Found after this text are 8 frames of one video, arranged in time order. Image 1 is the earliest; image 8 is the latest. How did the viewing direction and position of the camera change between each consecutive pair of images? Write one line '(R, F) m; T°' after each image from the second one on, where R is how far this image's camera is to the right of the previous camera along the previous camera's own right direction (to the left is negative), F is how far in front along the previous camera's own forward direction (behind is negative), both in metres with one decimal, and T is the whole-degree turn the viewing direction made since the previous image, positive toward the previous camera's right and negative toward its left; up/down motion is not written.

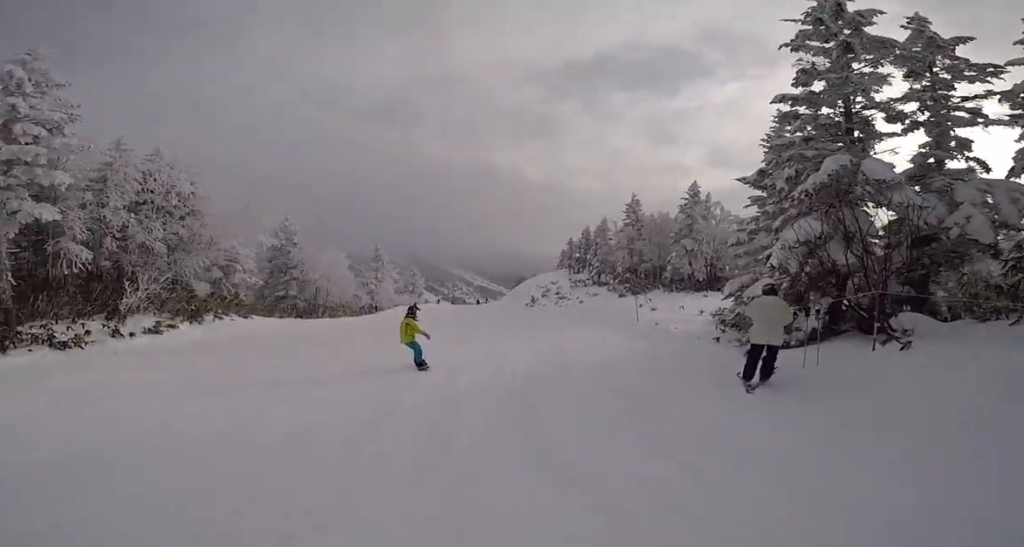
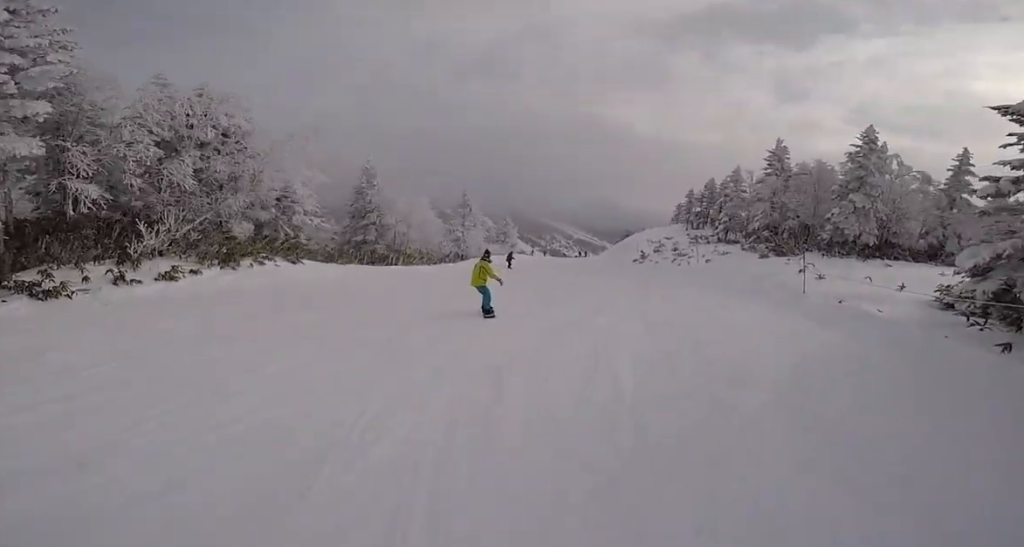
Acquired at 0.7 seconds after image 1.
(-0.1, +4.0) m; -9°
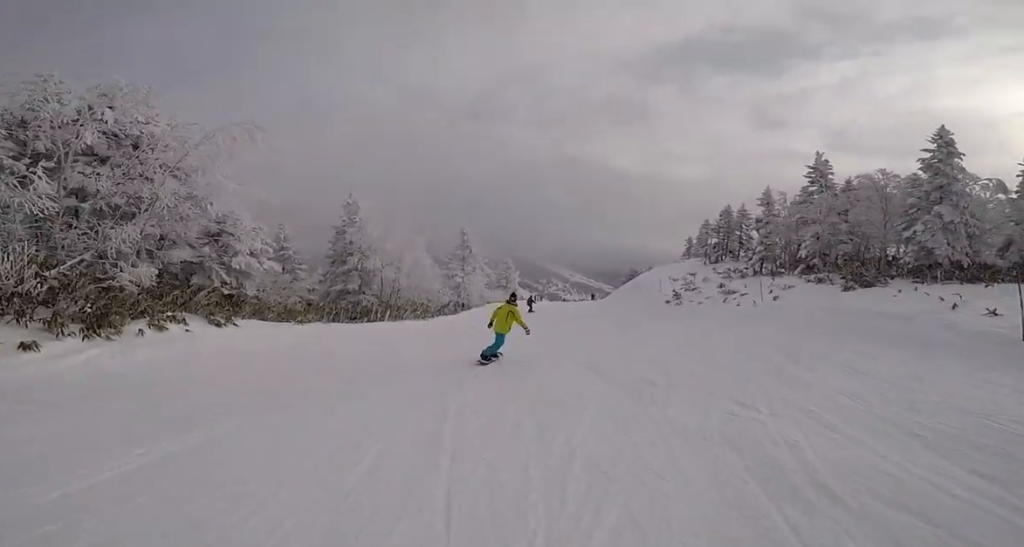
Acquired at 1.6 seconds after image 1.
(-0.8, +5.1) m; -11°
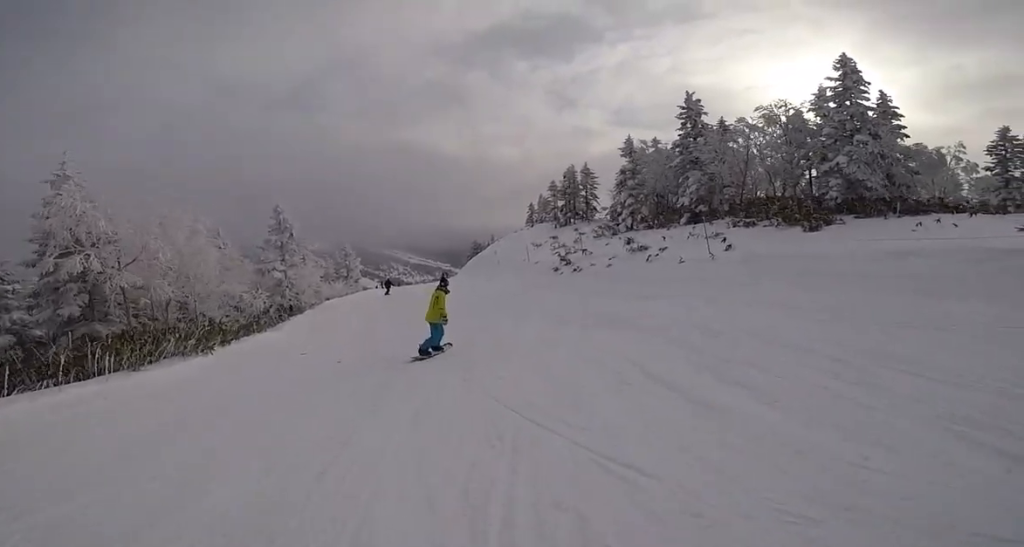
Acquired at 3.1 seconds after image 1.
(+1.0, +7.7) m; +28°
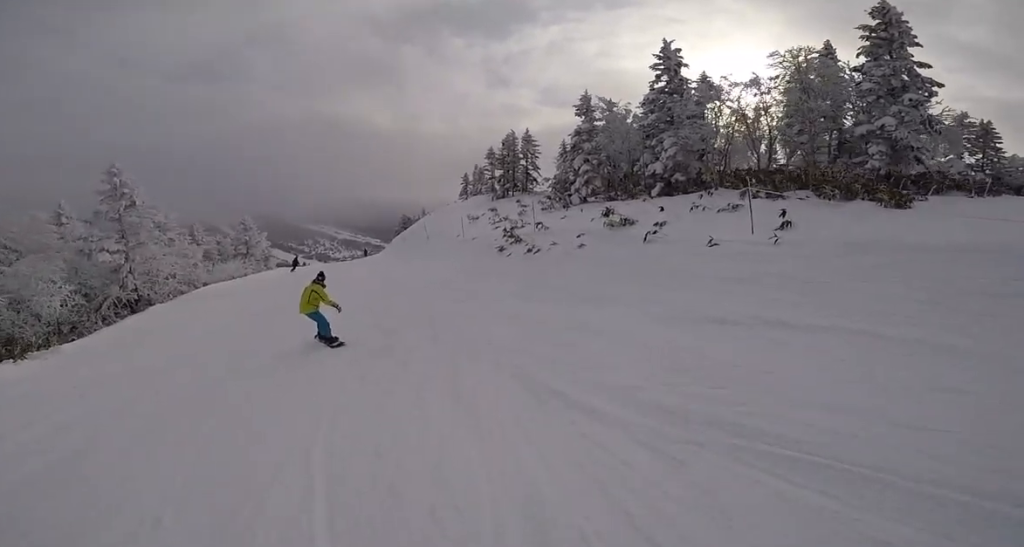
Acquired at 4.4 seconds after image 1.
(+1.7, +6.2) m; -2°
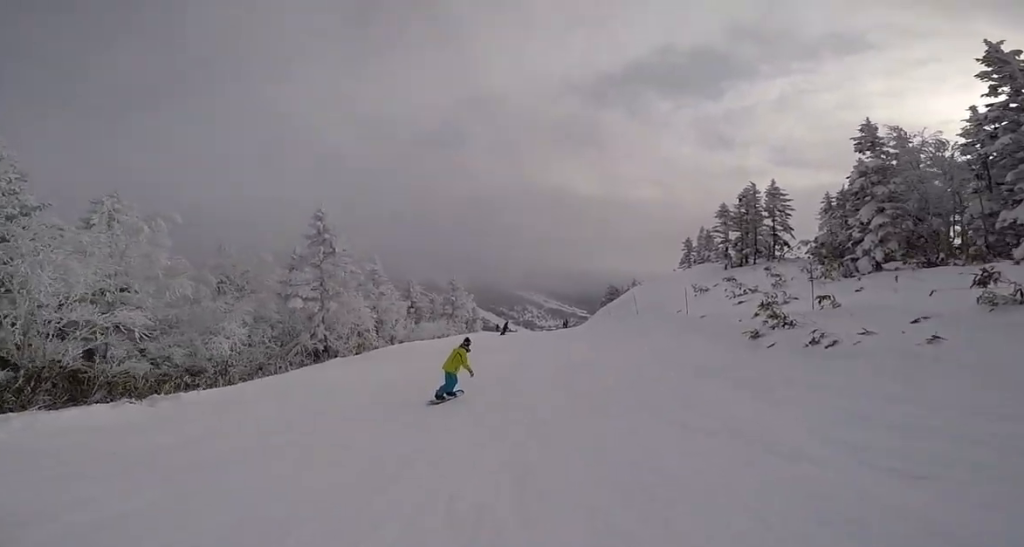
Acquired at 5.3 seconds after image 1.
(-1.8, +4.7) m; -10°
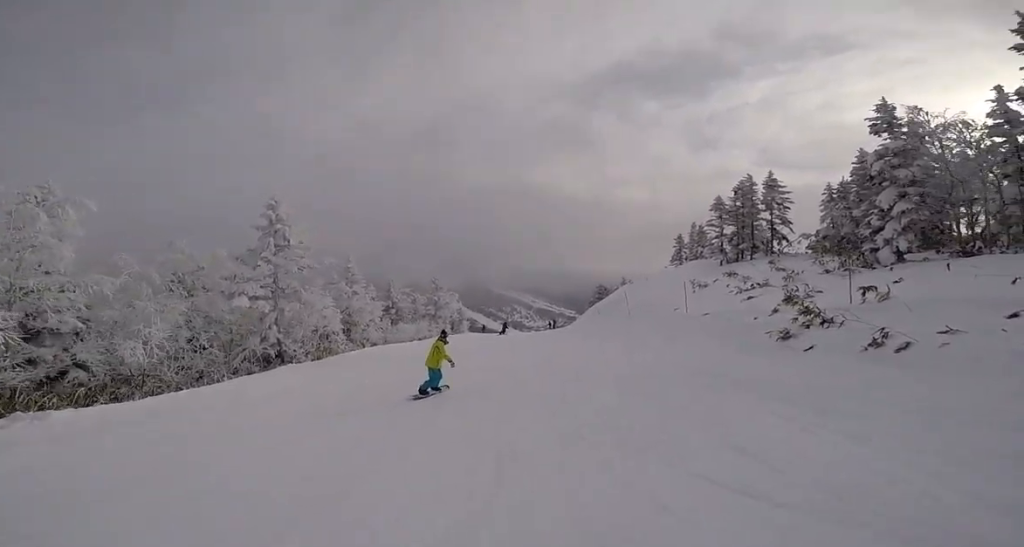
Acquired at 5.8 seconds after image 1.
(+0.2, +2.8) m; -3°
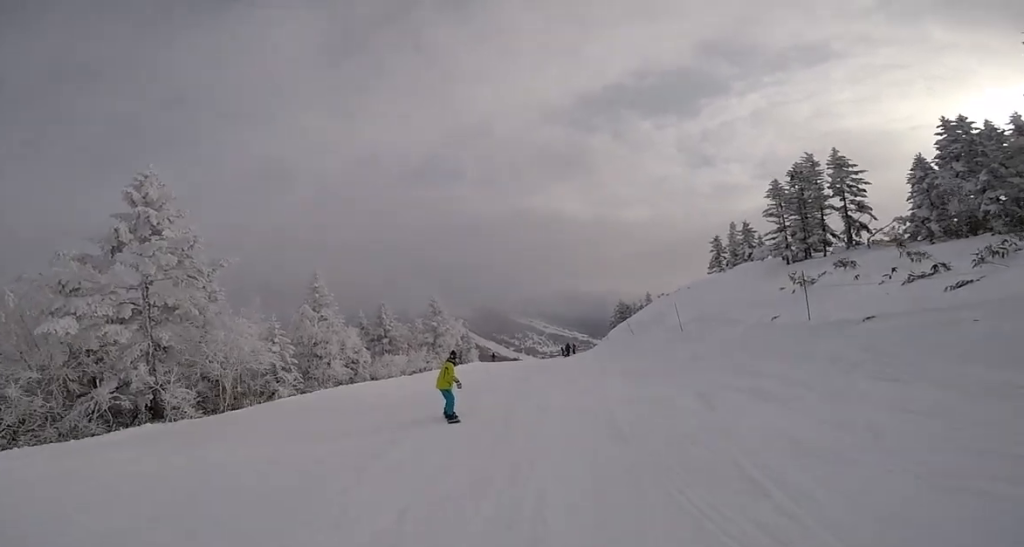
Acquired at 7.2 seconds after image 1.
(-0.6, +7.3) m; -12°
